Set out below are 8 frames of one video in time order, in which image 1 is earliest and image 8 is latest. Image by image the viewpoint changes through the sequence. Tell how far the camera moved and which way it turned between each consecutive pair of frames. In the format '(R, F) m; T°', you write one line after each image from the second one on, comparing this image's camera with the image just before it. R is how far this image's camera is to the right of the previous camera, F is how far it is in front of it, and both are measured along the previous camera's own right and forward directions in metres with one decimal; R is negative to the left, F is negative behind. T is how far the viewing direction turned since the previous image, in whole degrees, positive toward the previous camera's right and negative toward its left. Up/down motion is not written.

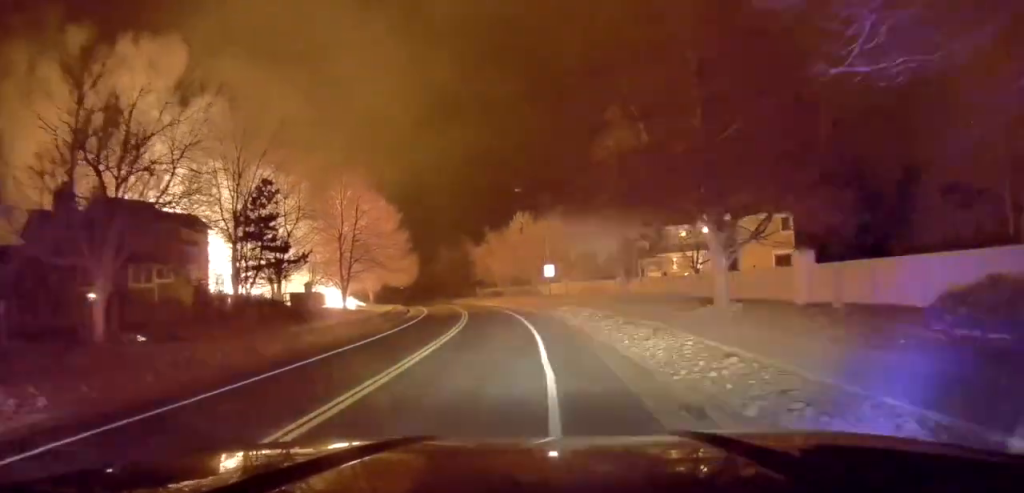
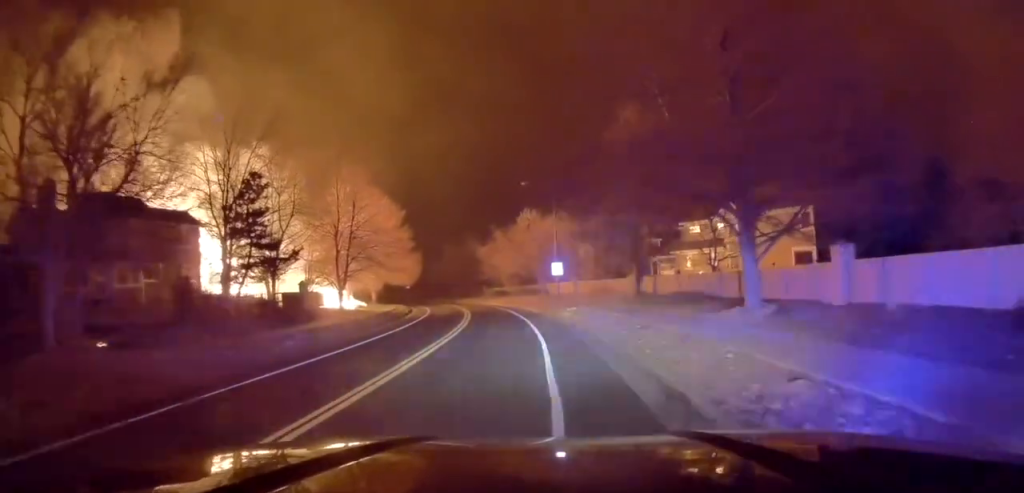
(0.0, +2.5) m; 0°
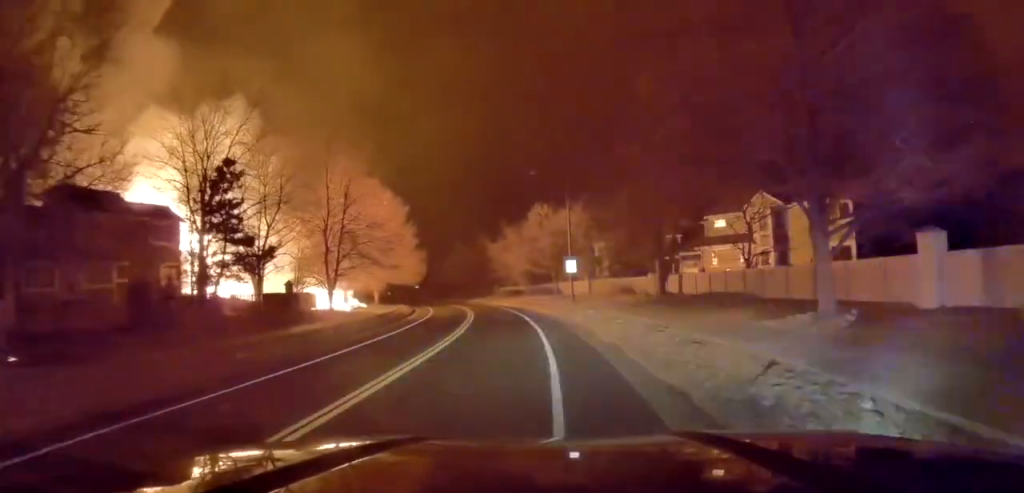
(0.0, +4.5) m; 0°
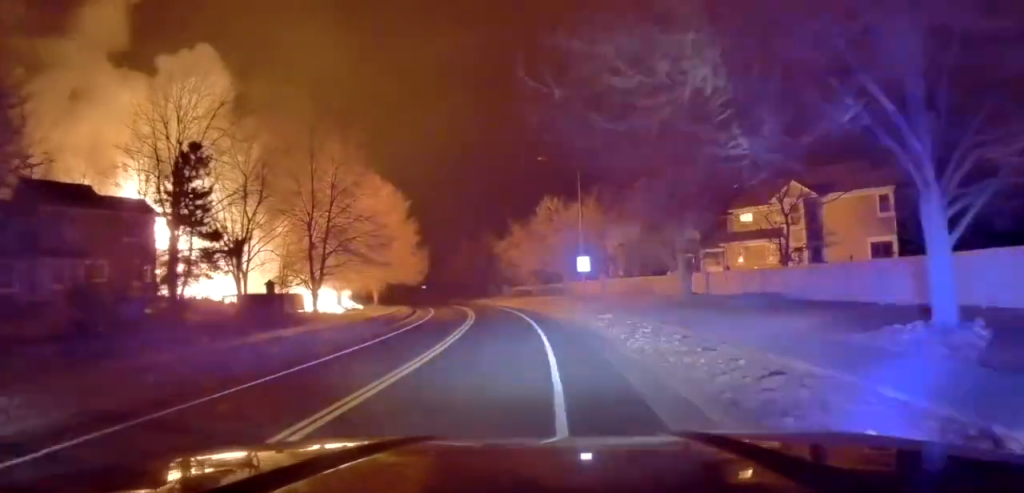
(0.0, +4.1) m; -4°
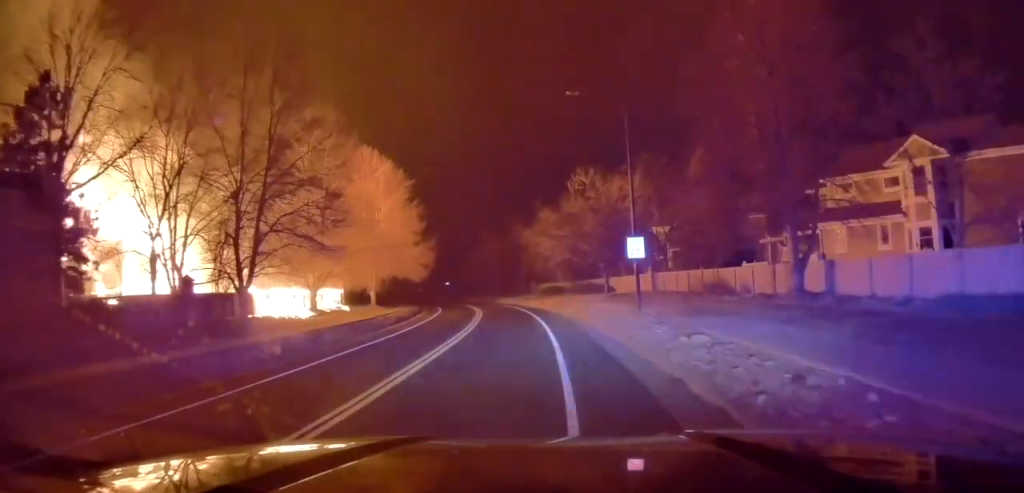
(-0.3, +11.4) m; +2°
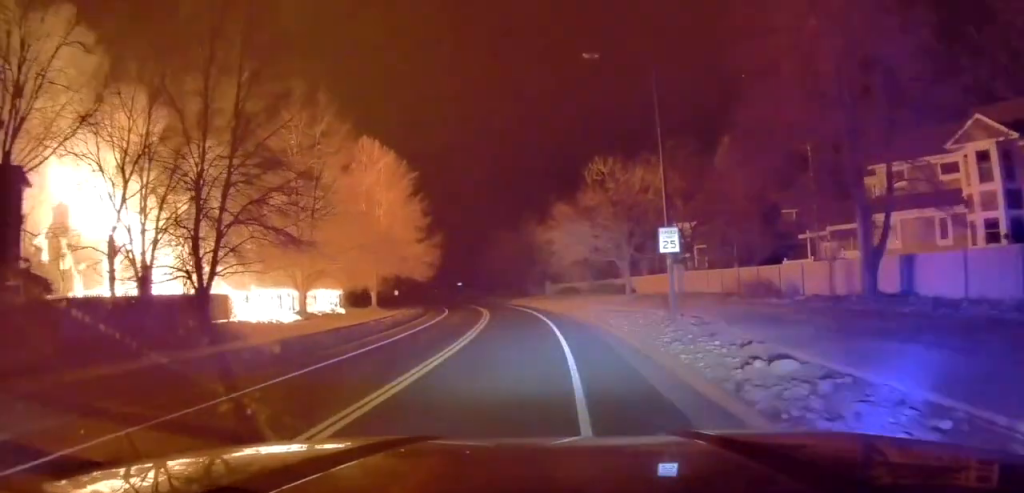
(0.0, +4.1) m; -3°
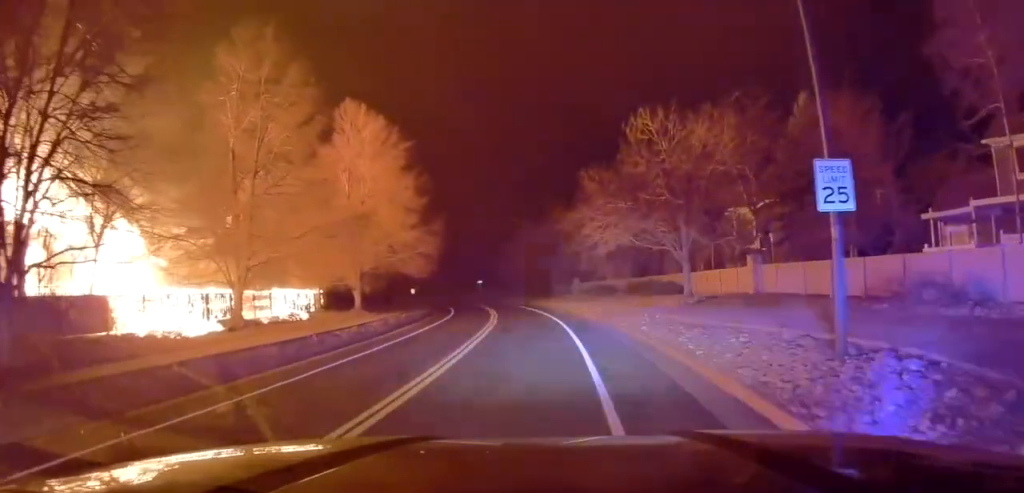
(-1.3, +10.4) m; -11°
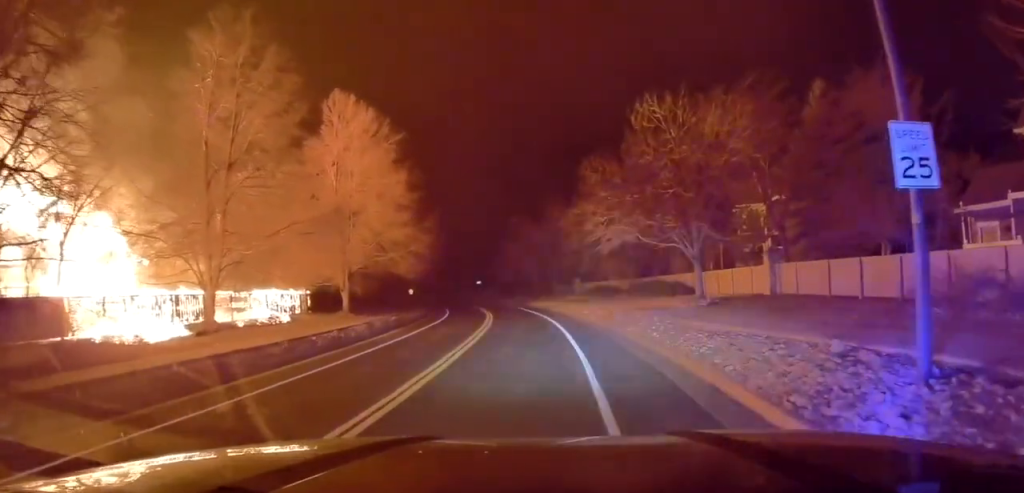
(0.0, +2.3) m; 0°
